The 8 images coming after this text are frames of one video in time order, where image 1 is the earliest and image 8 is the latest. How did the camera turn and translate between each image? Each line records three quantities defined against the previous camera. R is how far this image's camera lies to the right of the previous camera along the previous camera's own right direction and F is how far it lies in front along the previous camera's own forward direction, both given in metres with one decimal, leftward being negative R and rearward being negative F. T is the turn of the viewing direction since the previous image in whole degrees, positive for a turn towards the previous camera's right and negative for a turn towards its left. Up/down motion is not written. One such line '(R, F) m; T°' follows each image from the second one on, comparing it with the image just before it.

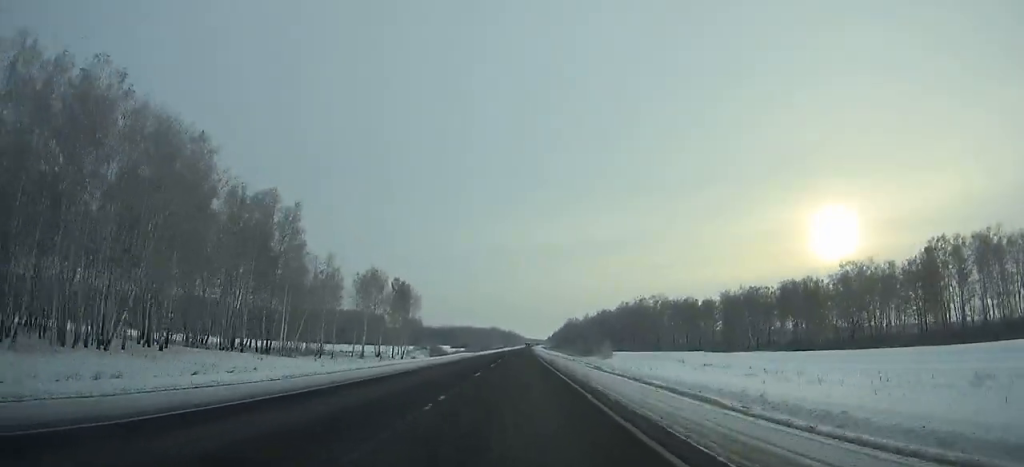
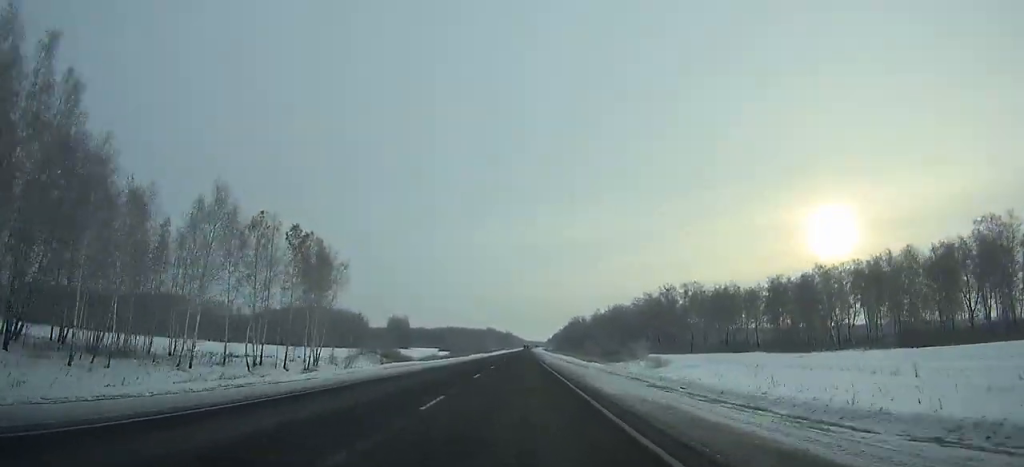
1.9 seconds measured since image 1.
(-0.2, +47.7) m; 0°
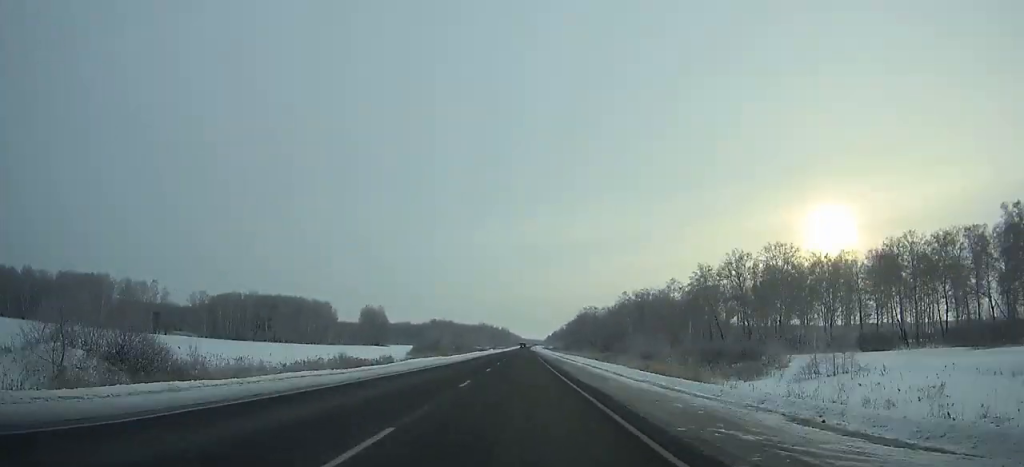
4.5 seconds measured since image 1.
(+0.2, +65.4) m; 0°
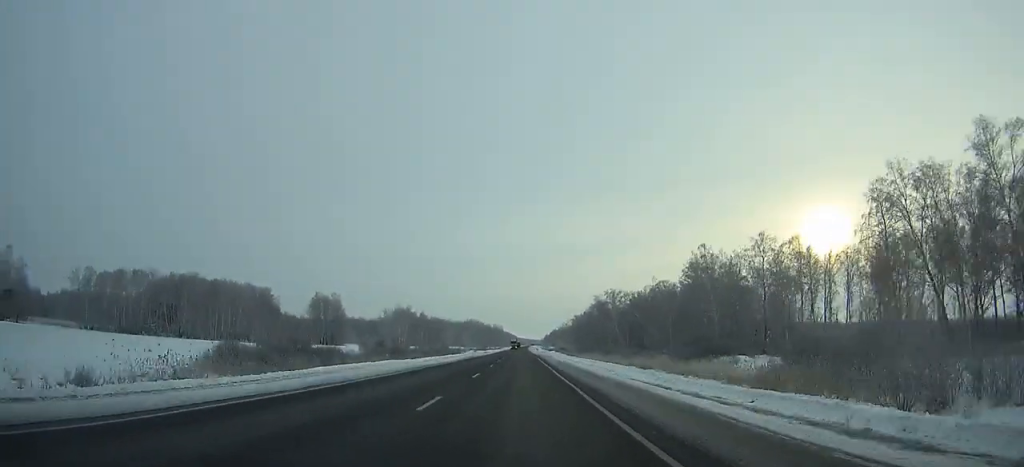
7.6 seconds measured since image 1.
(+0.4, +78.3) m; 0°
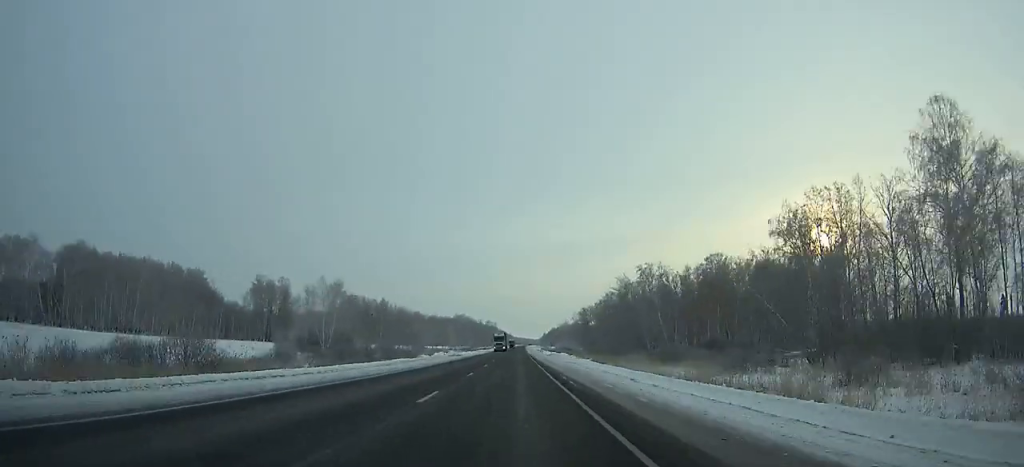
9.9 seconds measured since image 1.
(0.0, +58.2) m; 0°
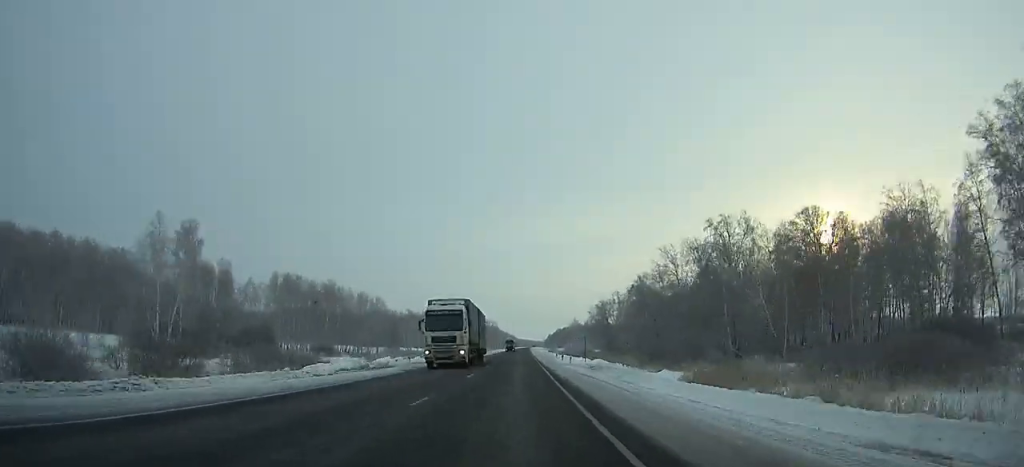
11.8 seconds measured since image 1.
(-0.1, +48.1) m; 0°
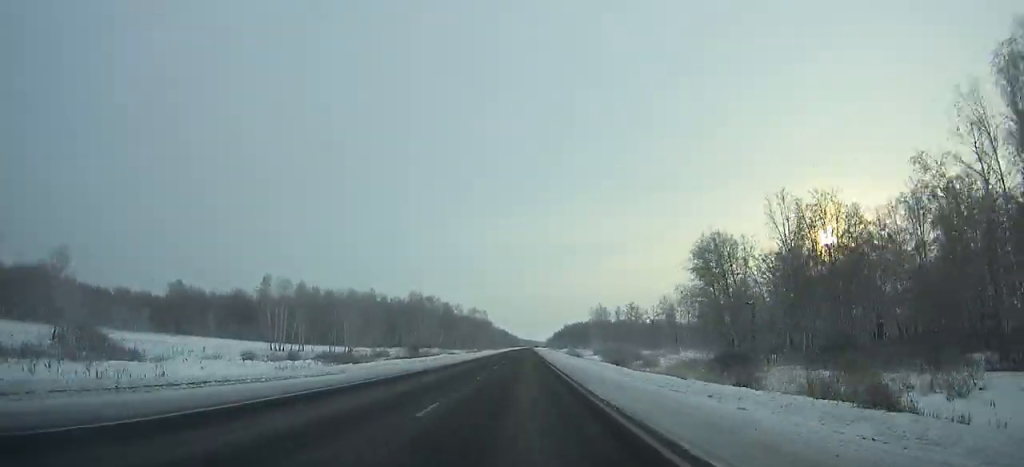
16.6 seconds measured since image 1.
(-0.2, +121.9) m; 0°
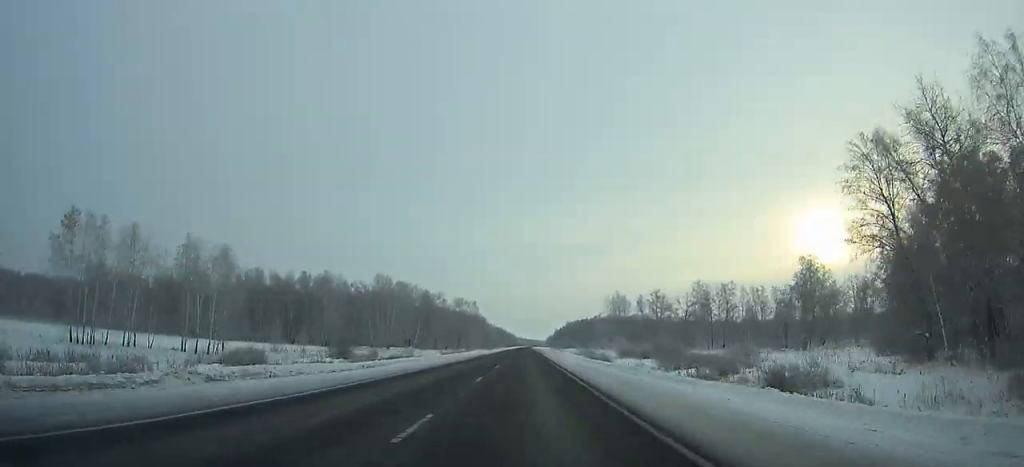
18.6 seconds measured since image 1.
(+0.1, +51.0) m; 0°
